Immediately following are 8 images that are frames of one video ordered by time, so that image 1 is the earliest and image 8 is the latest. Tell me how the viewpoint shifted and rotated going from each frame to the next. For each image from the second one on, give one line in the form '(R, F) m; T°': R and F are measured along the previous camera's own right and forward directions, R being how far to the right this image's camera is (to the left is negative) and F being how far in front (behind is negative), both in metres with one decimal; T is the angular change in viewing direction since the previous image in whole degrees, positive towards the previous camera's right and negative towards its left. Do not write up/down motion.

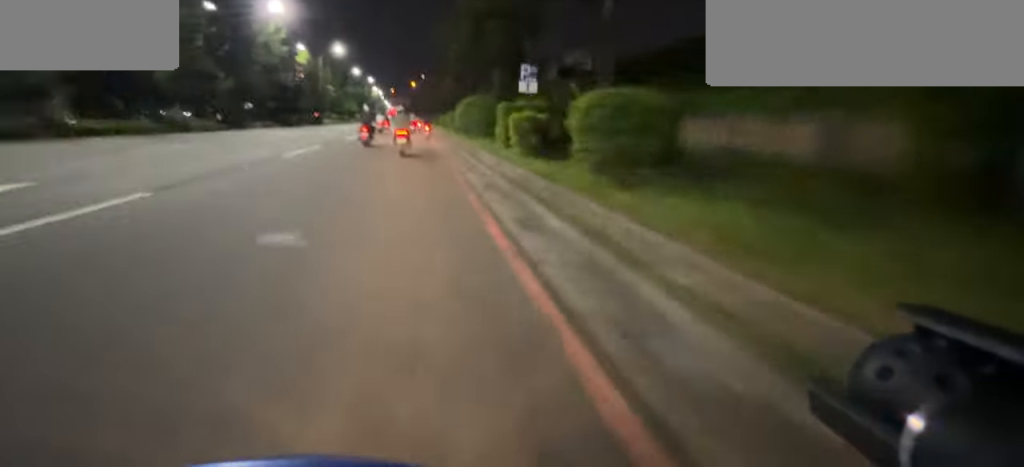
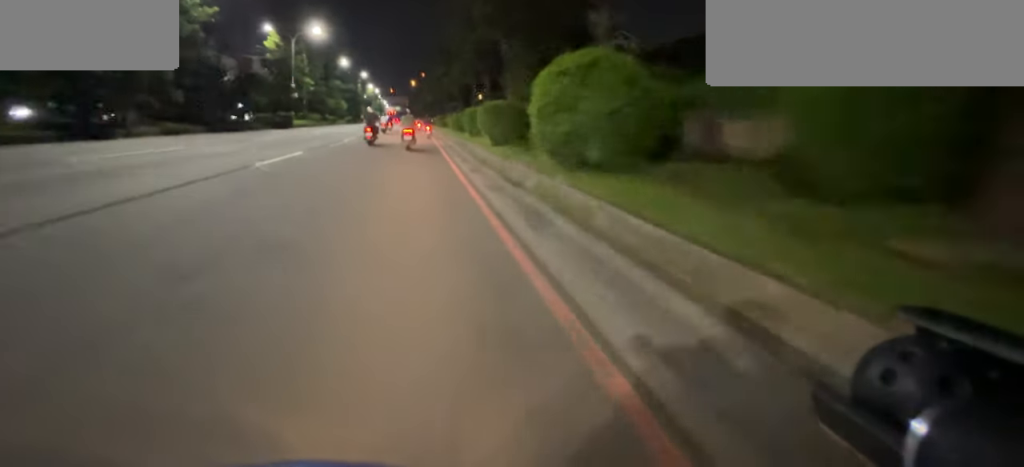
(+0.1, +12.5) m; +1°
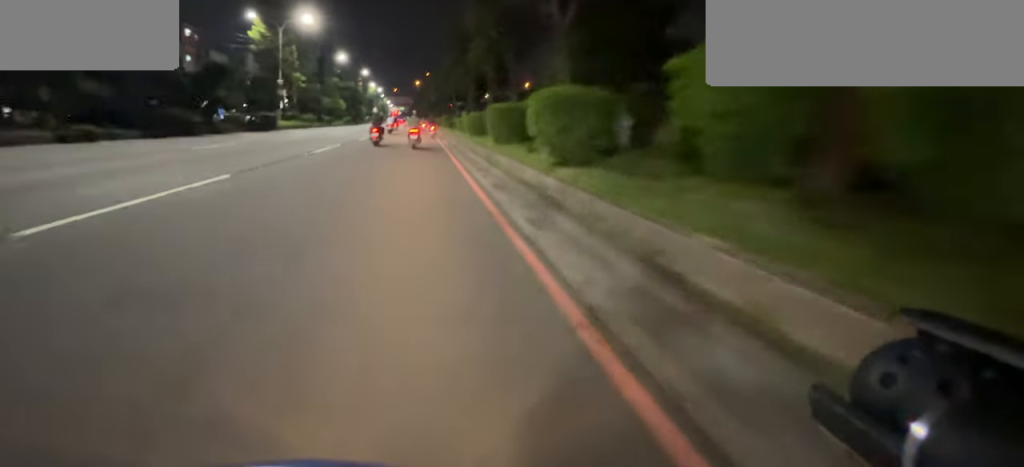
(0.0, +5.7) m; +2°
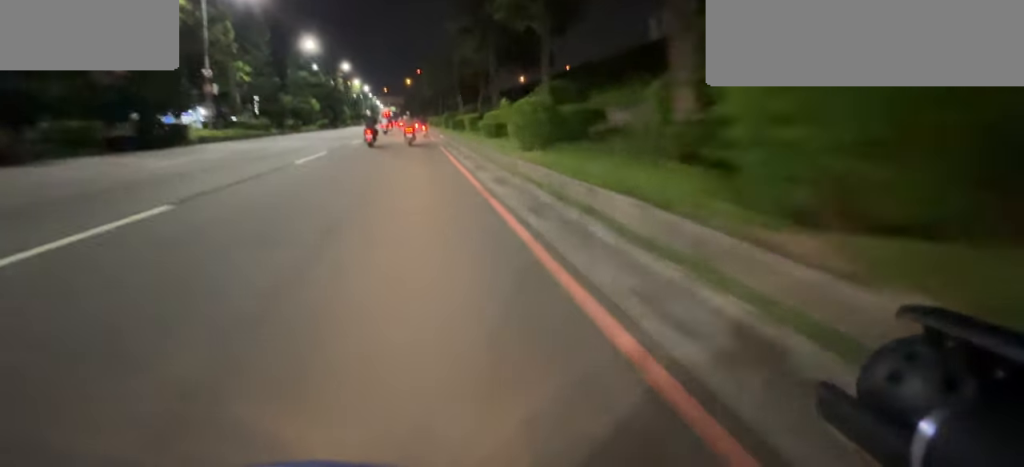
(+0.4, +11.9) m; +2°
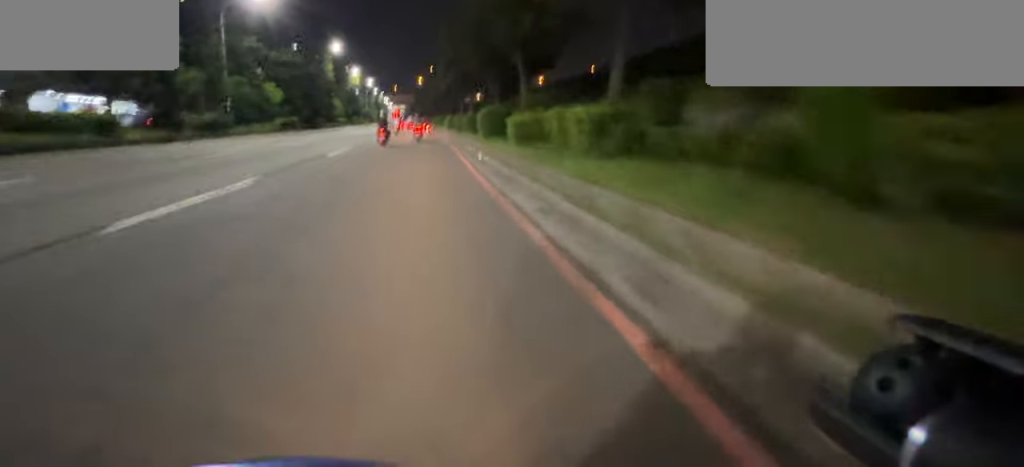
(-0.5, +18.1) m; -4°
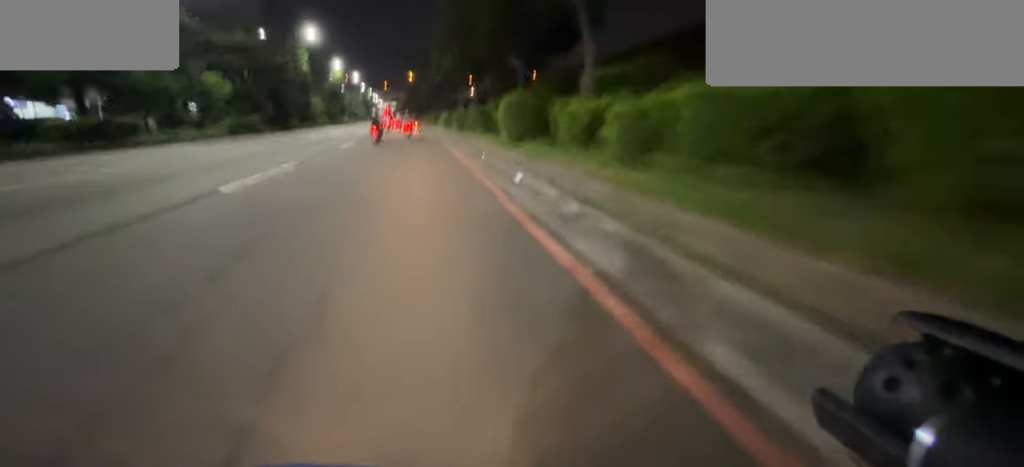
(0.0, +7.3) m; 0°
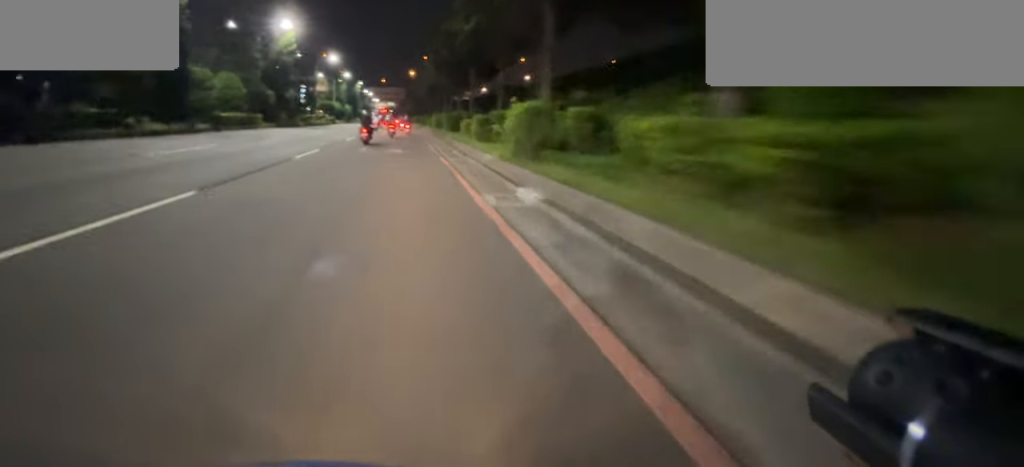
(-0.1, +25.6) m; 0°
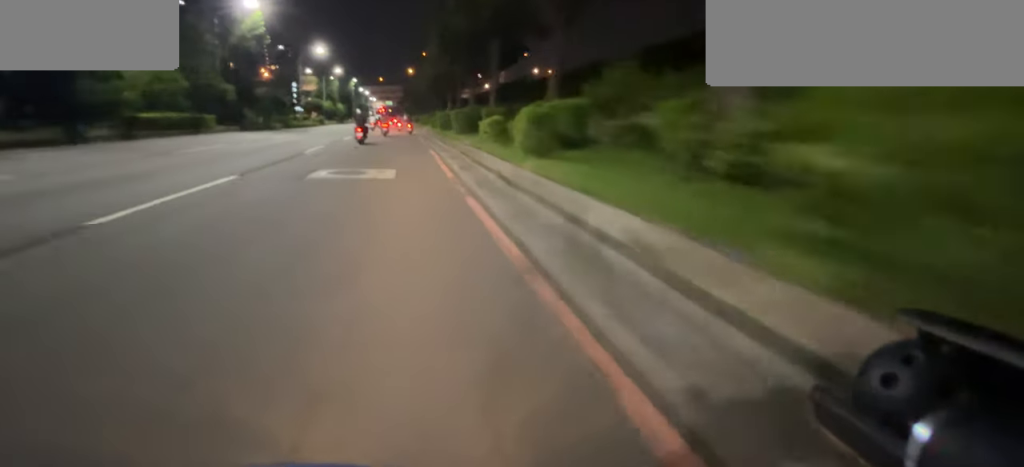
(0.0, +7.7) m; 0°
